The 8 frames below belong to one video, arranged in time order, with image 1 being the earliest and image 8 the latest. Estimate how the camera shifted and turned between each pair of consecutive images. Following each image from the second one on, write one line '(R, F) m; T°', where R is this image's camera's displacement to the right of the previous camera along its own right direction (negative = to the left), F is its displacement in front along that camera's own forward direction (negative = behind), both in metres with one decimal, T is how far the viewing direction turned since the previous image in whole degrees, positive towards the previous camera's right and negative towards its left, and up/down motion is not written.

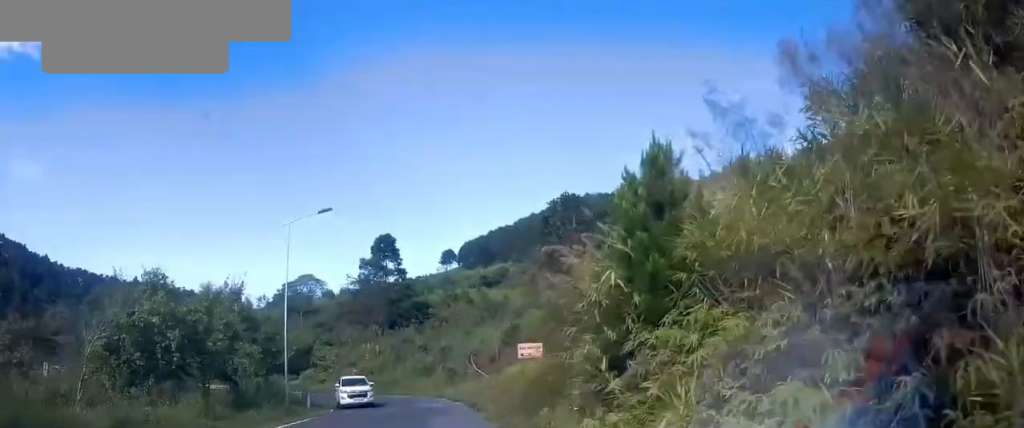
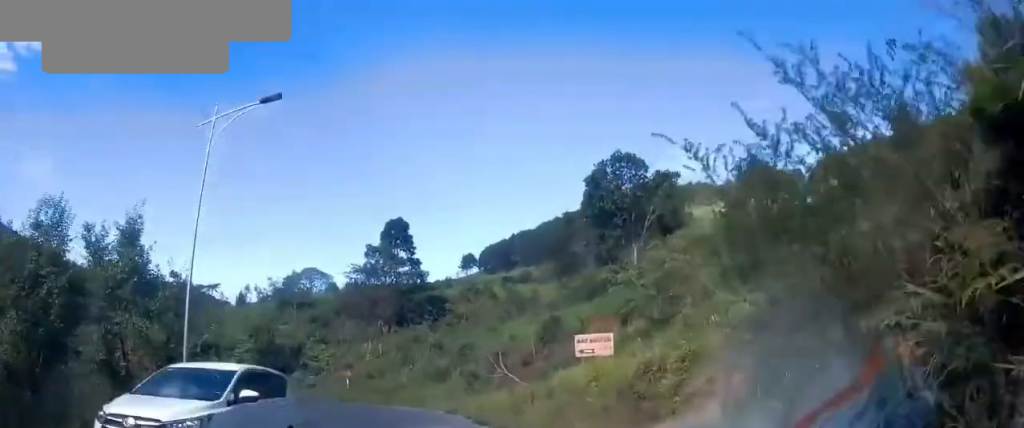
(-0.5, +10.6) m; -3°
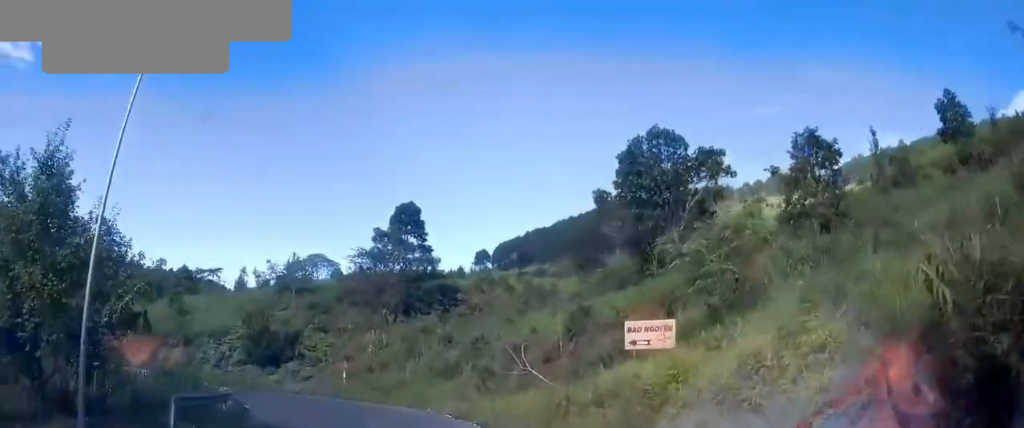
(-0.1, +4.7) m; -1°
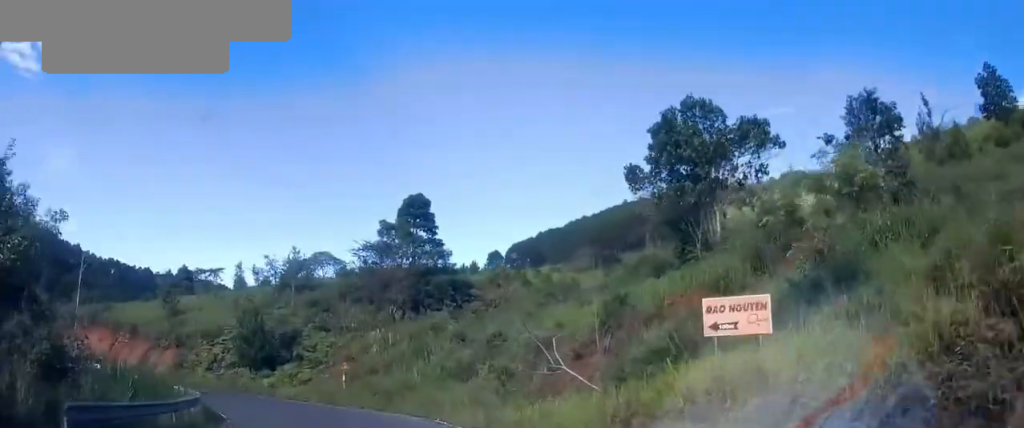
(+0.2, +4.4) m; -1°
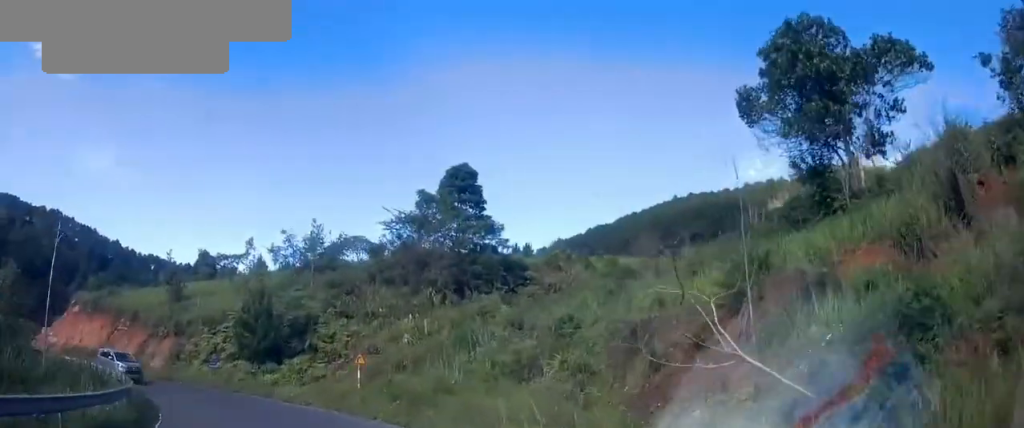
(-0.2, +8.5) m; -5°
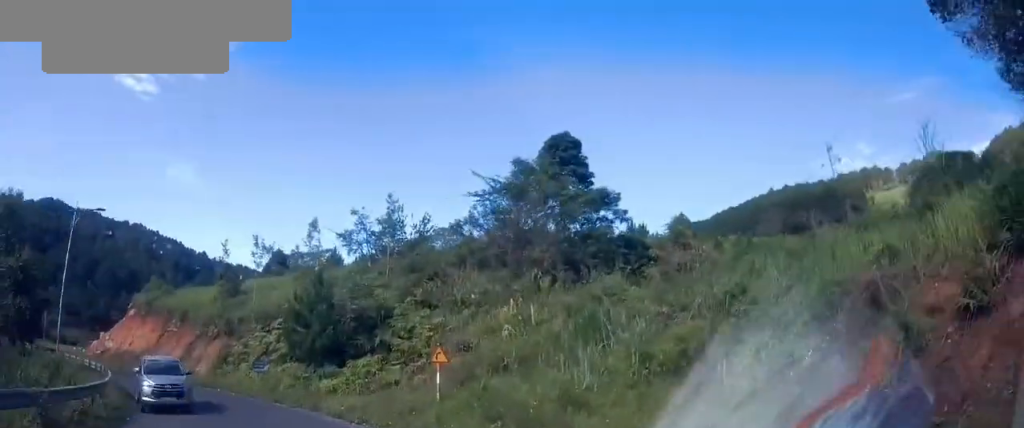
(-0.5, +7.8) m; -12°
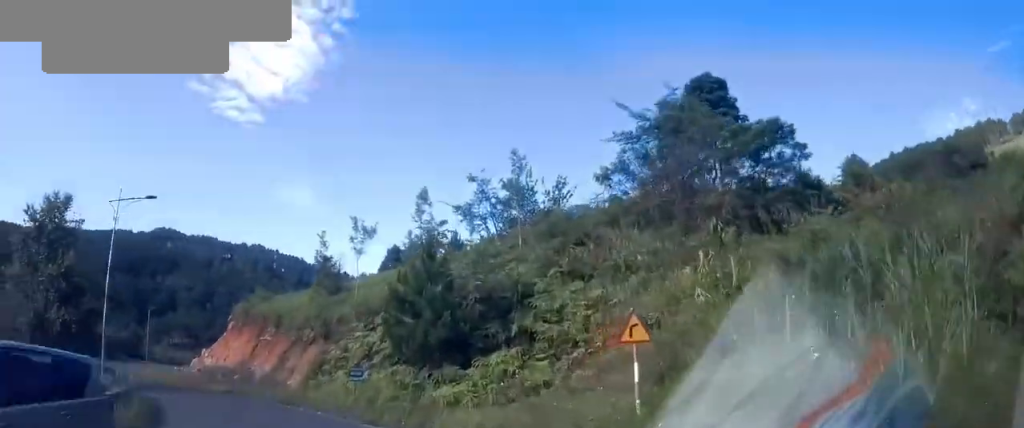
(-0.9, +7.2) m; -17°
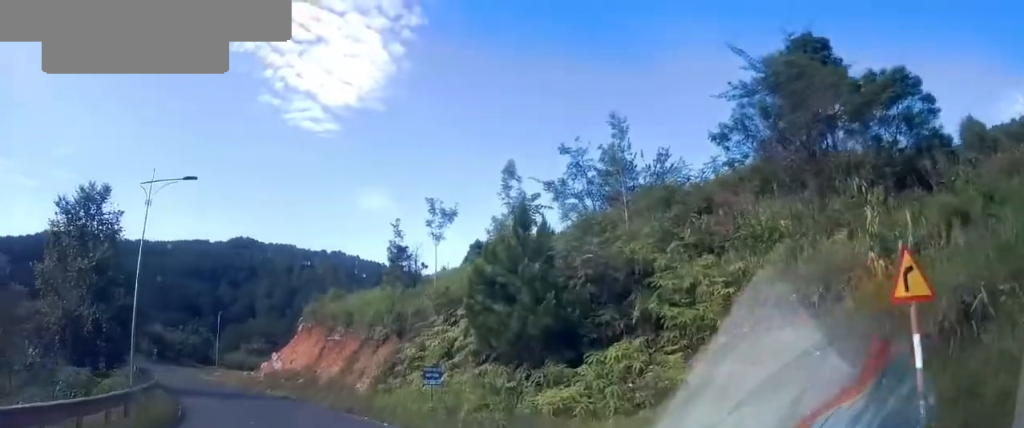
(-0.5, +4.3) m; -11°
